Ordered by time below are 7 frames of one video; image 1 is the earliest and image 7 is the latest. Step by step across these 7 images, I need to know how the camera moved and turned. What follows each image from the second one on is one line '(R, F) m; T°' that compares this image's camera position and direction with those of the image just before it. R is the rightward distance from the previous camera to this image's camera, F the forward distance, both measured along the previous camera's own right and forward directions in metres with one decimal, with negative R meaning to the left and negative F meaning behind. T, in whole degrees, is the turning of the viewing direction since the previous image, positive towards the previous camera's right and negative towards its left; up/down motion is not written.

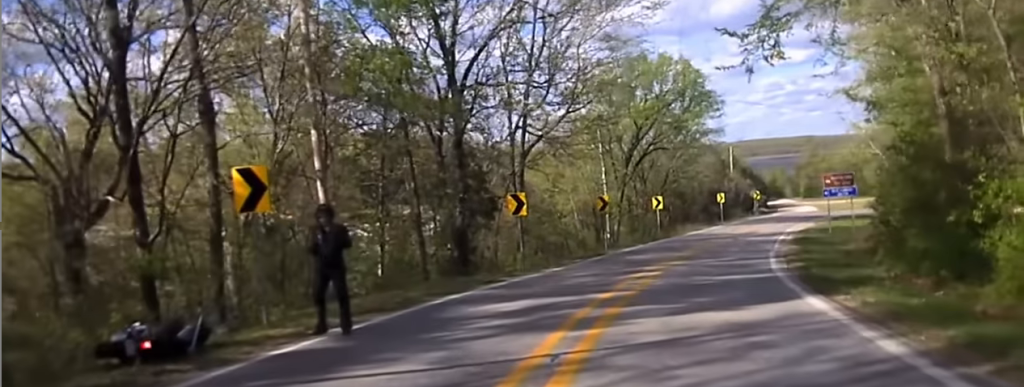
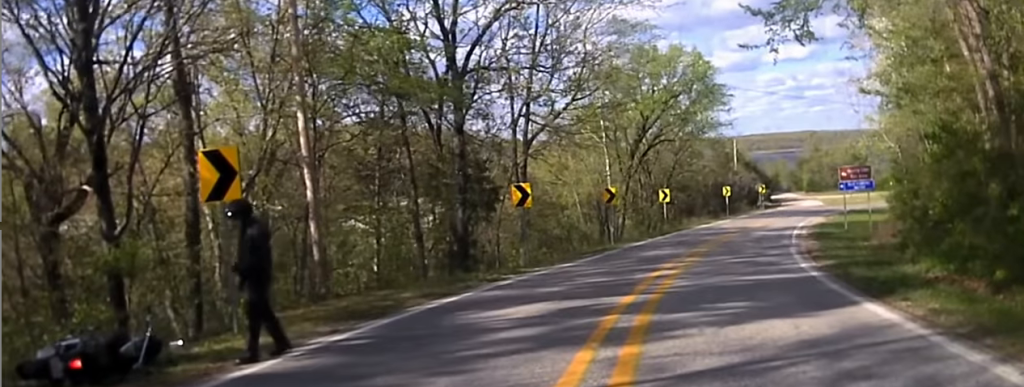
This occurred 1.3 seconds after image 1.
(-0.3, +2.0) m; 0°
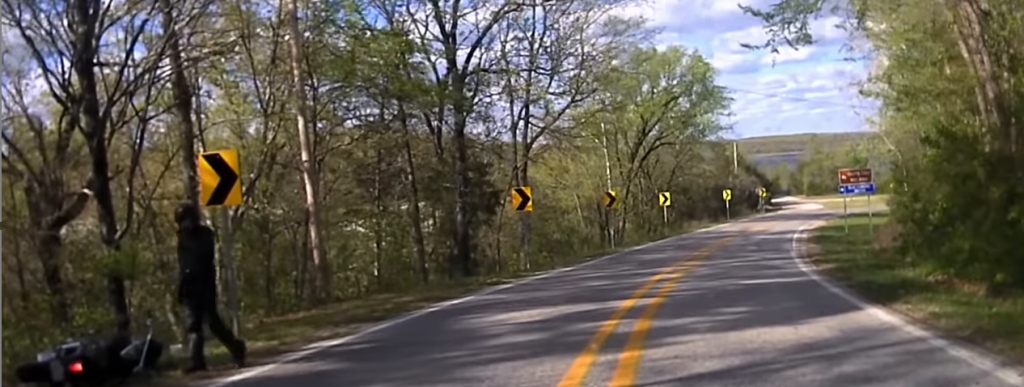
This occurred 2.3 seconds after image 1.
(+0.3, +0.4) m; 0°
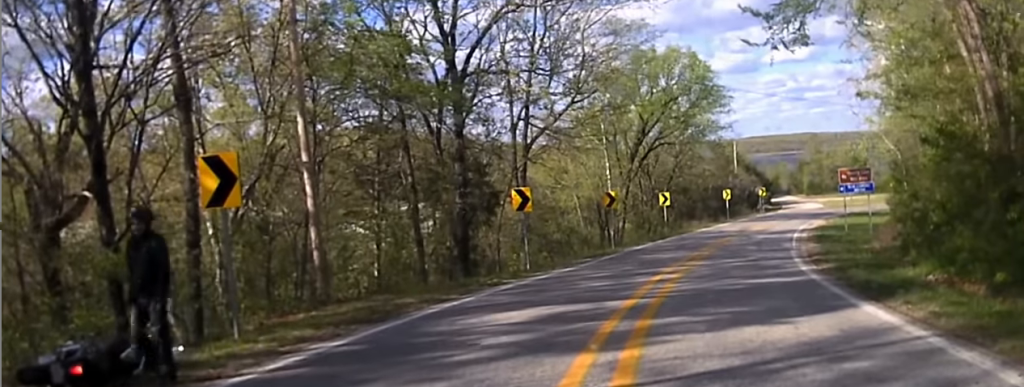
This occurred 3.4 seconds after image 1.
(+0.3, +0.1) m; 0°
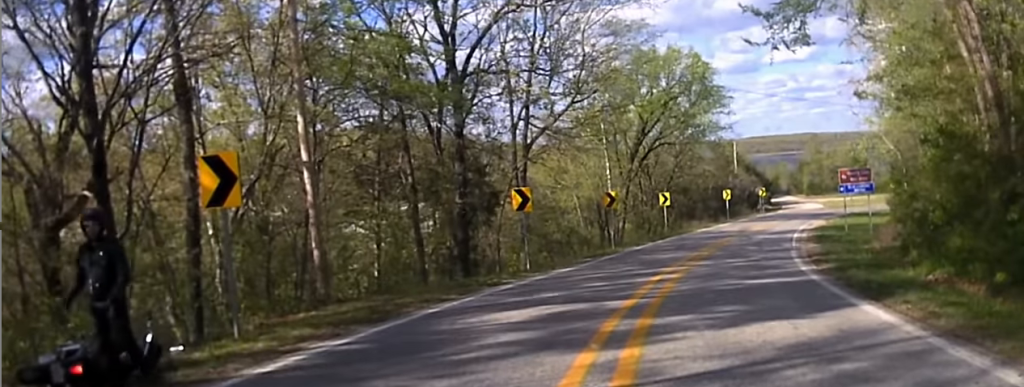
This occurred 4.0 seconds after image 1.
(0.0, 0.0) m; 0°
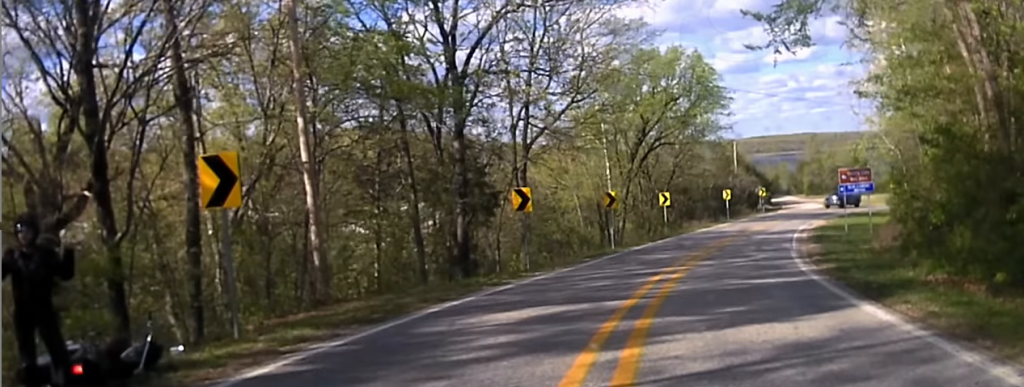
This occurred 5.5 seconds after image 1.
(0.0, 0.0) m; 0°
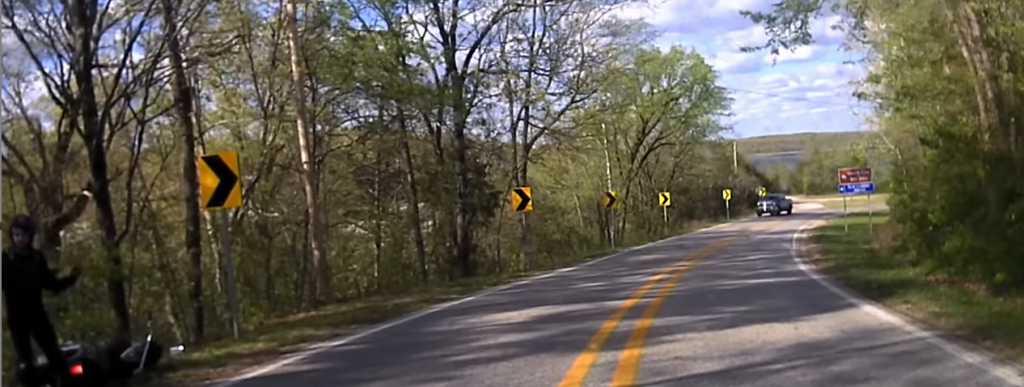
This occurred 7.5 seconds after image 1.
(0.0, 0.0) m; 0°
